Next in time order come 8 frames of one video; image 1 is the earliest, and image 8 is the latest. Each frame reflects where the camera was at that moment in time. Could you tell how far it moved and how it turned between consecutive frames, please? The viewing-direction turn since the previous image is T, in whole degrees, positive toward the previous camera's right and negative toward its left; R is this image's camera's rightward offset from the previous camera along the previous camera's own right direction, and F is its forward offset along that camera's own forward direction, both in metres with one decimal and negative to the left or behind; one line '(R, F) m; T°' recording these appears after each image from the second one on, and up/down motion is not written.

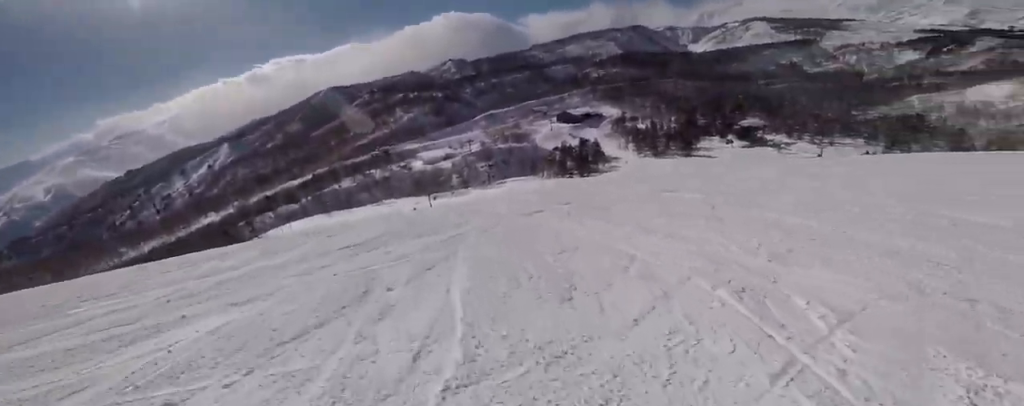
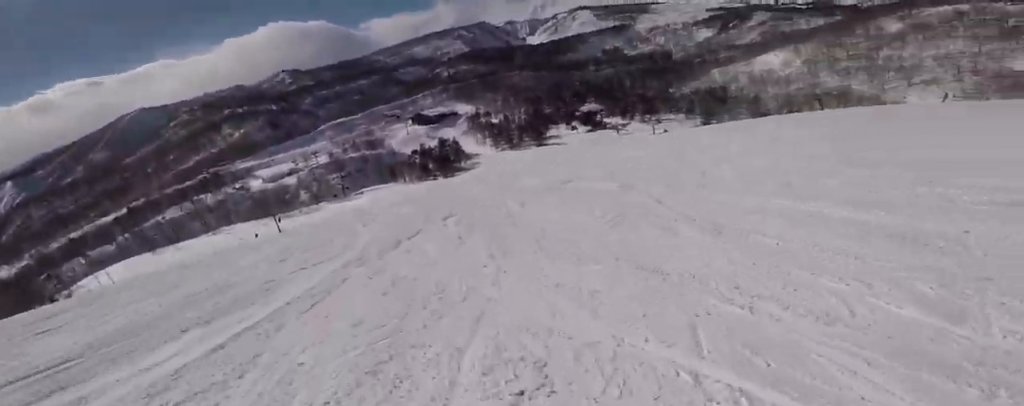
(+0.4, +4.7) m; +5°
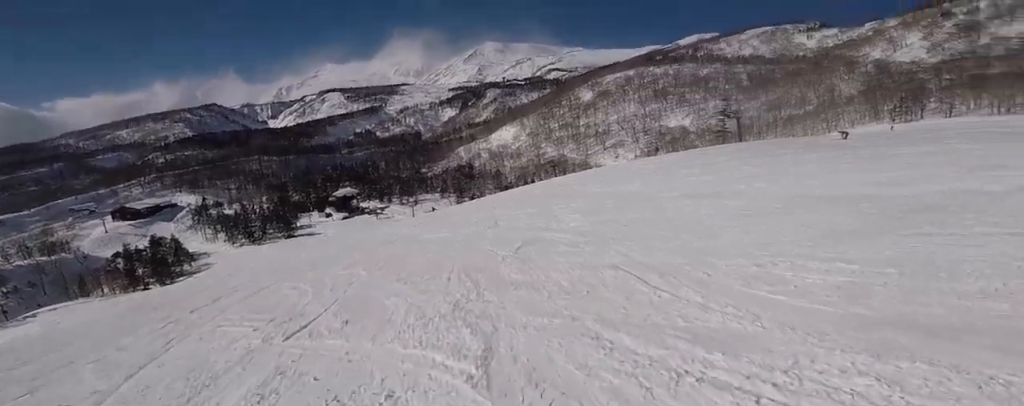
(0.0, +9.1) m; +3°
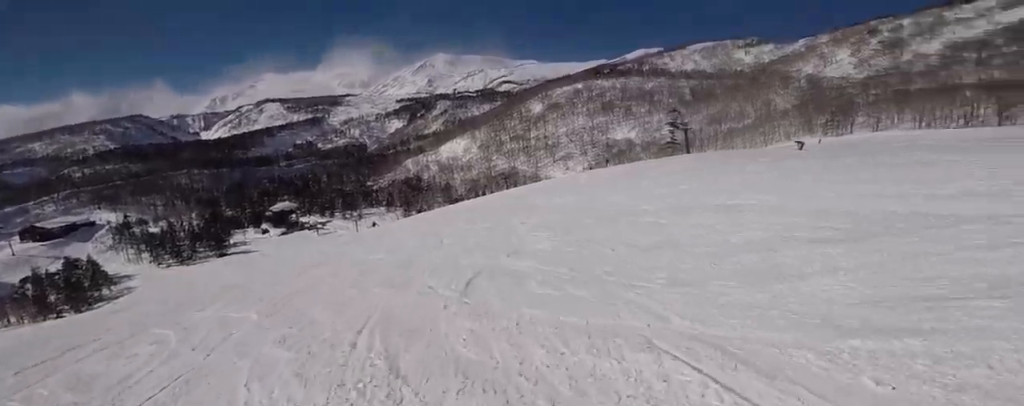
(0.0, +2.9) m; +1°
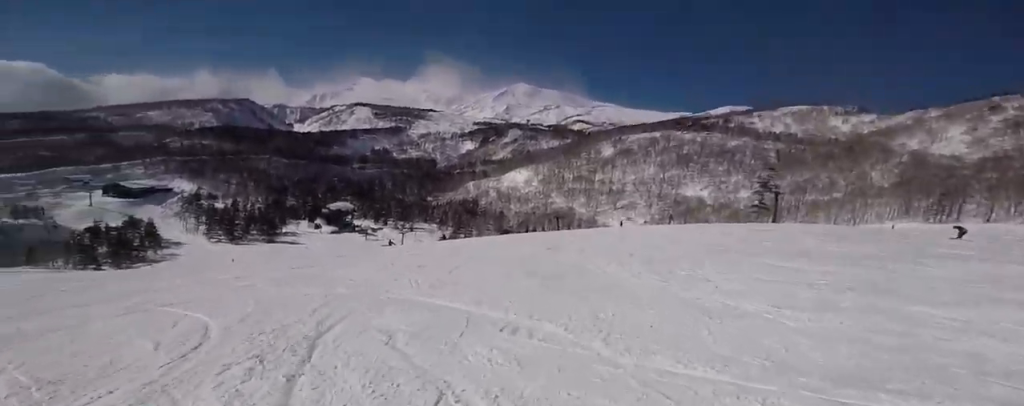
(+0.2, +9.1) m; -17°
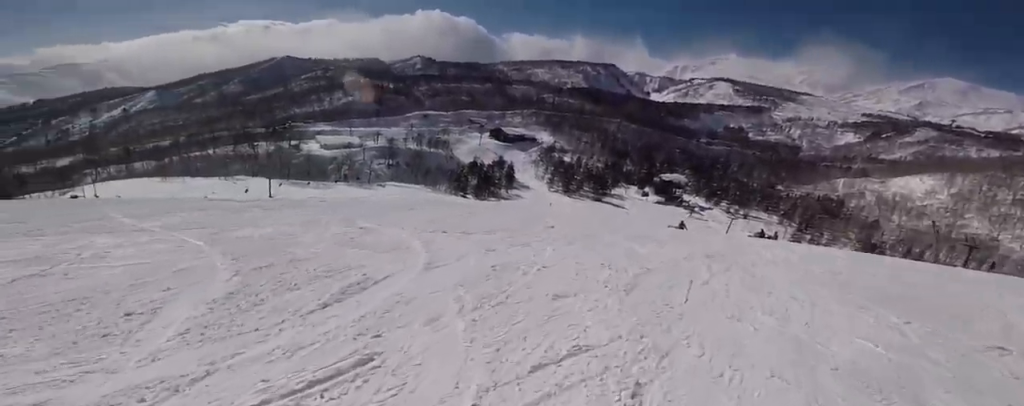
(-4.9, +7.5) m; -60°
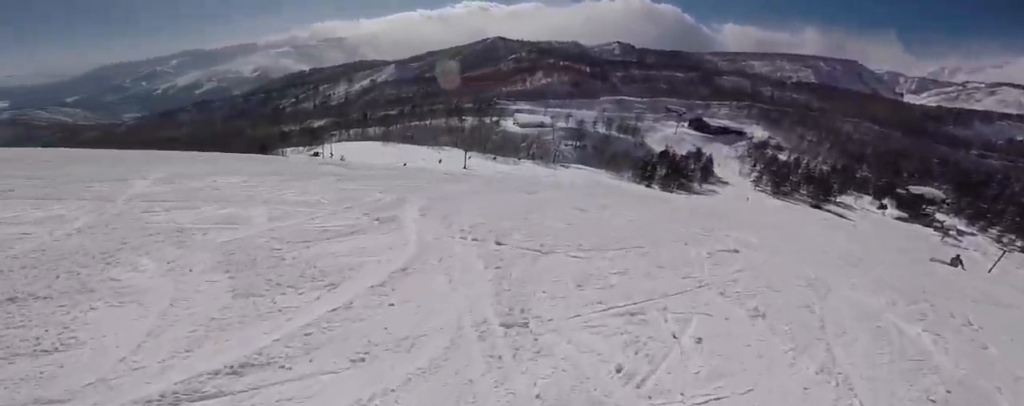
(-0.5, +6.5) m; -9°
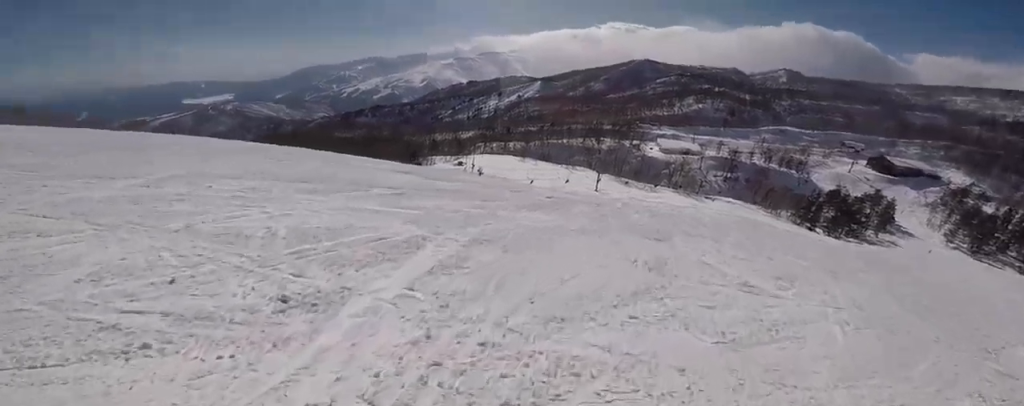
(-0.6, +4.9) m; +1°
